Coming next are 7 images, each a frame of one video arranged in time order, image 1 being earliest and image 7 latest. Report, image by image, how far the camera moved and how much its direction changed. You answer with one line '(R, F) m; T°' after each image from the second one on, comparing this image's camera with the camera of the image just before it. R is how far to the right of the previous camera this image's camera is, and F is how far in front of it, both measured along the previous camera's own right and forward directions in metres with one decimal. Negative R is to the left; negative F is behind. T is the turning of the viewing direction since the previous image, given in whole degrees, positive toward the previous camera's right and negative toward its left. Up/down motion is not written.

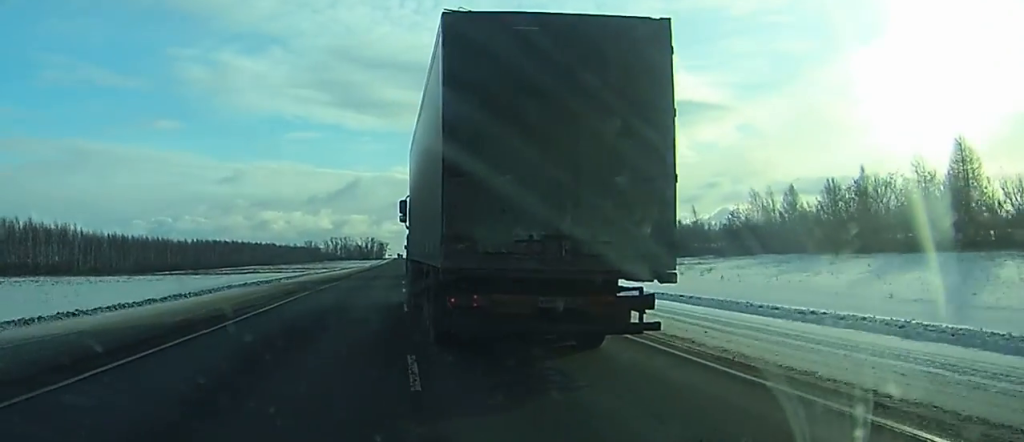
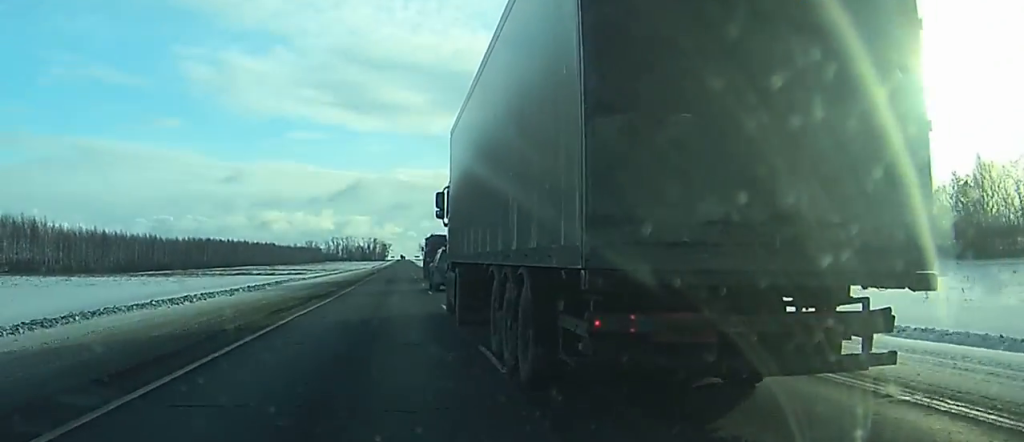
(-0.2, +22.1) m; -1°
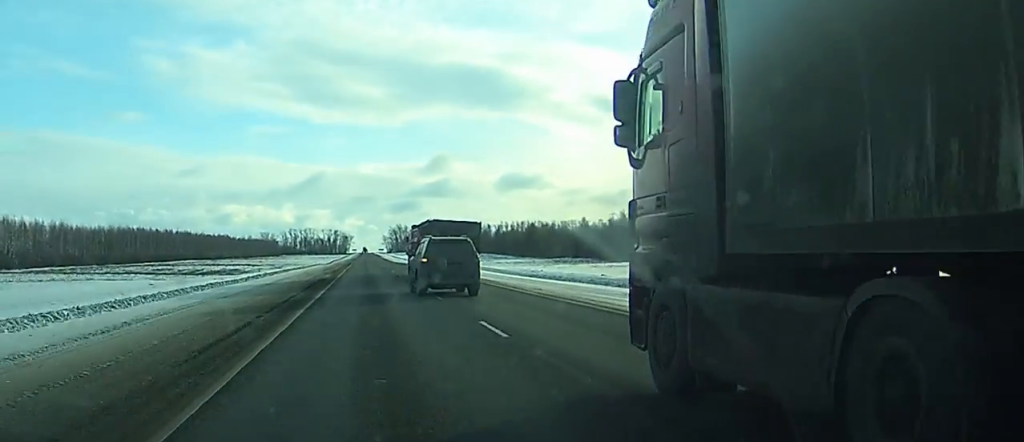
(+0.2, +54.4) m; +1°
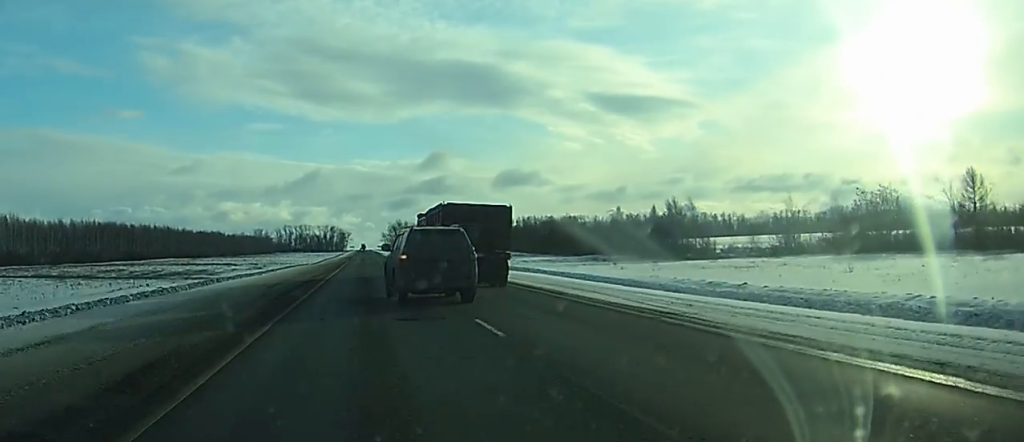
(+0.3, +35.7) m; +1°
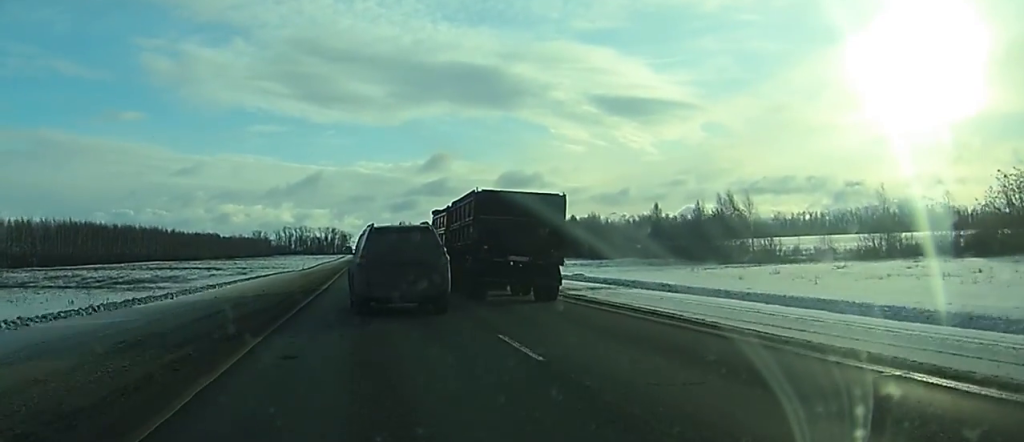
(+0.1, +26.5) m; 0°
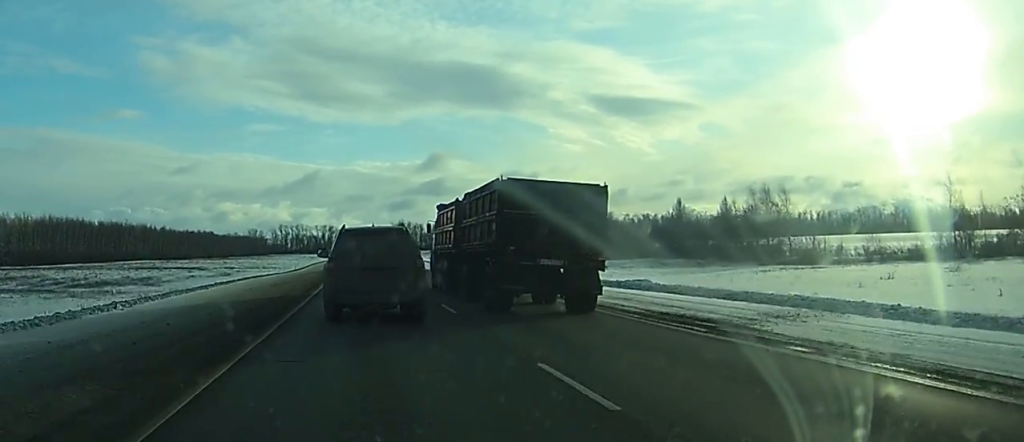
(0.0, +15.6) m; 0°
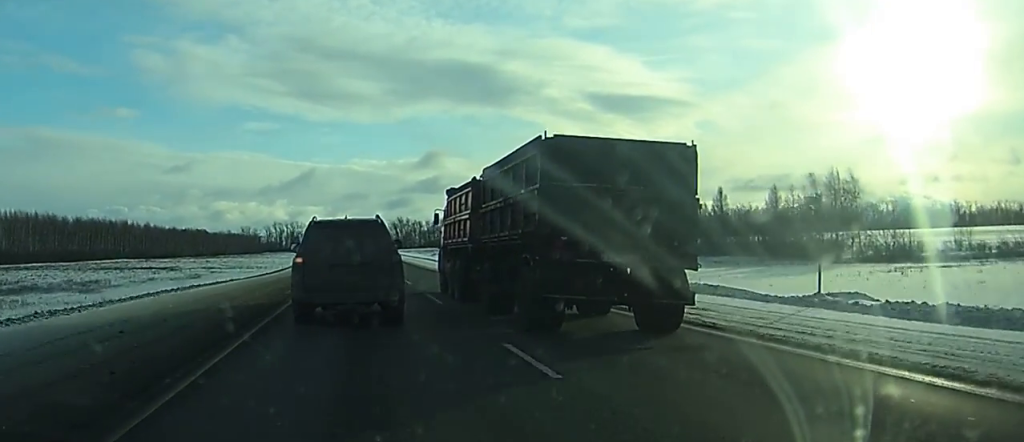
(-0.1, +22.5) m; 0°
